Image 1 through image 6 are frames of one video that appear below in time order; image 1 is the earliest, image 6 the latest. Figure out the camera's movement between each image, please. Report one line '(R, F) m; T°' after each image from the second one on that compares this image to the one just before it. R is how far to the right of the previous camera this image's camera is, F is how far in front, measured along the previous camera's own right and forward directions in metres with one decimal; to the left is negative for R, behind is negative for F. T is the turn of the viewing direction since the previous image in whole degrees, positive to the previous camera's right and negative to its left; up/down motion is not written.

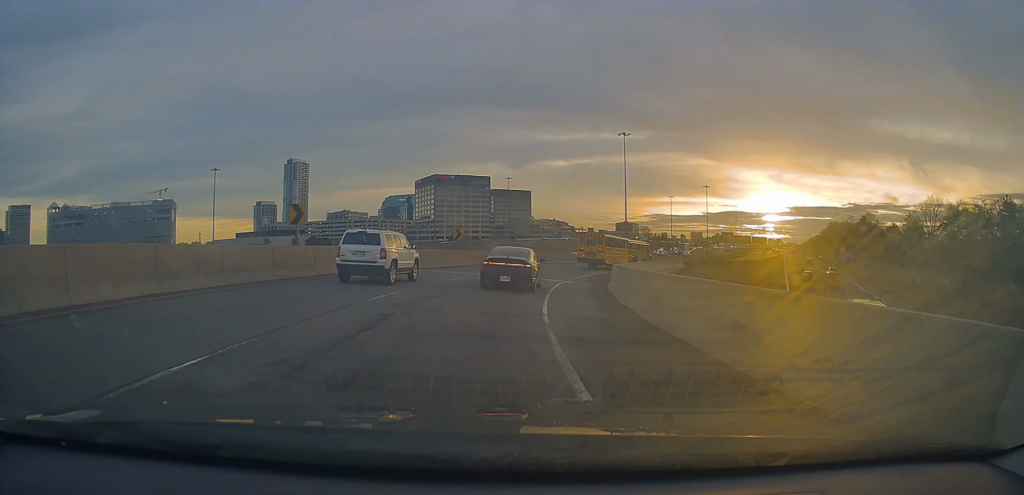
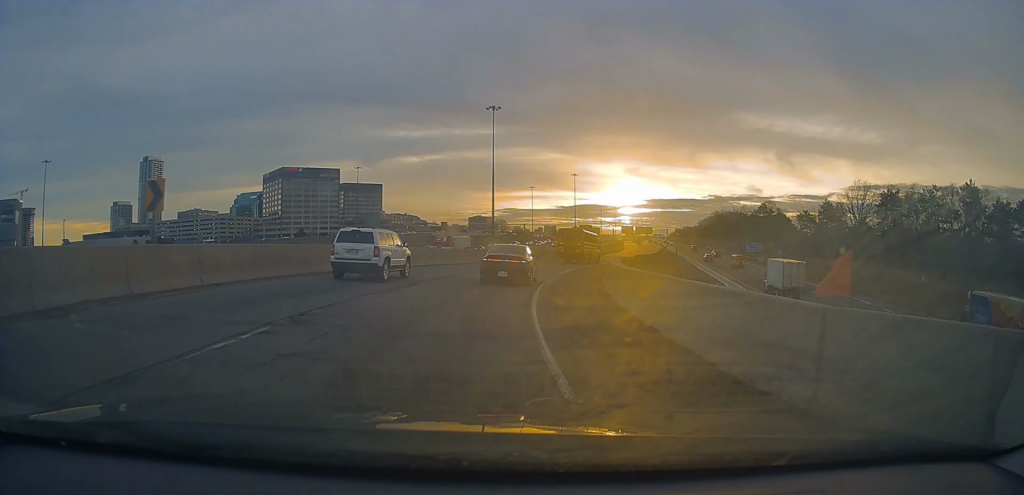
(+3.9, +25.3) m; +16°
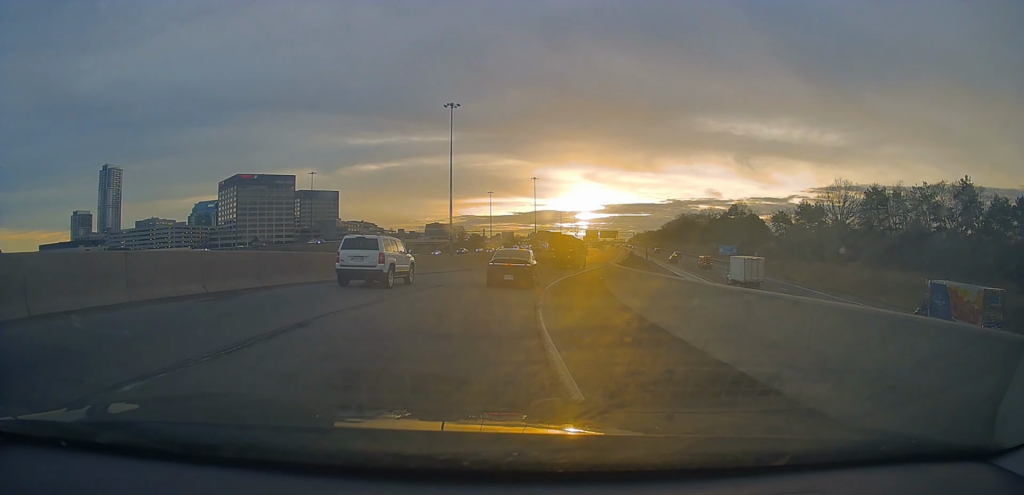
(+0.3, +8.5) m; +3°
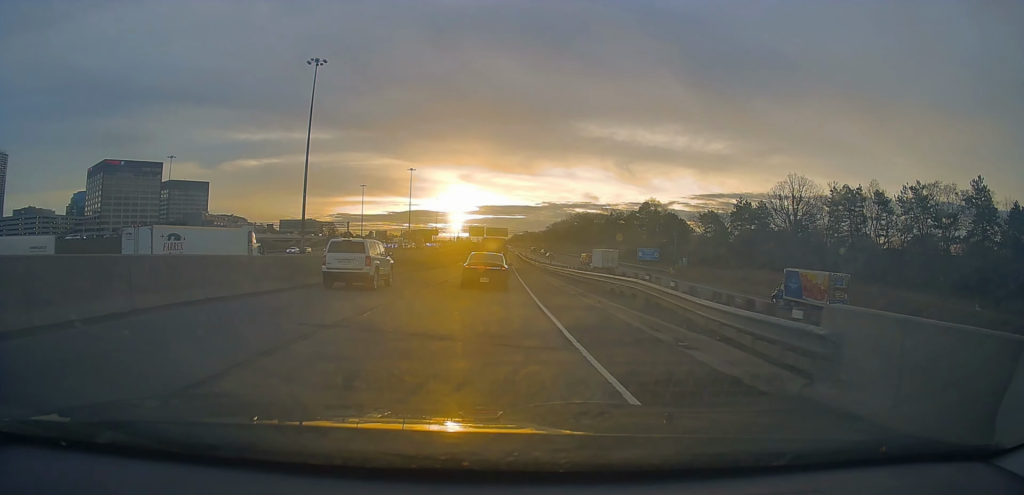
(+2.7, +28.4) m; +11°
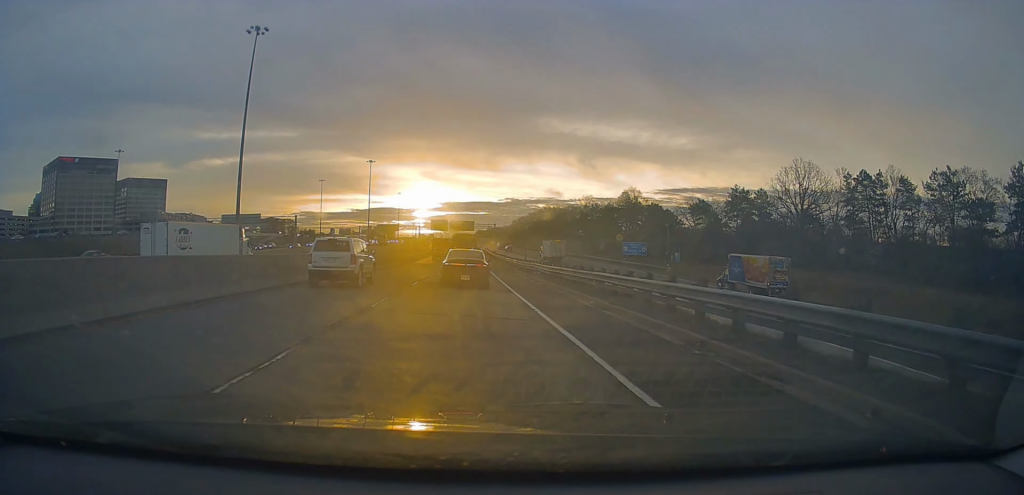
(+0.7, +15.2) m; +4°
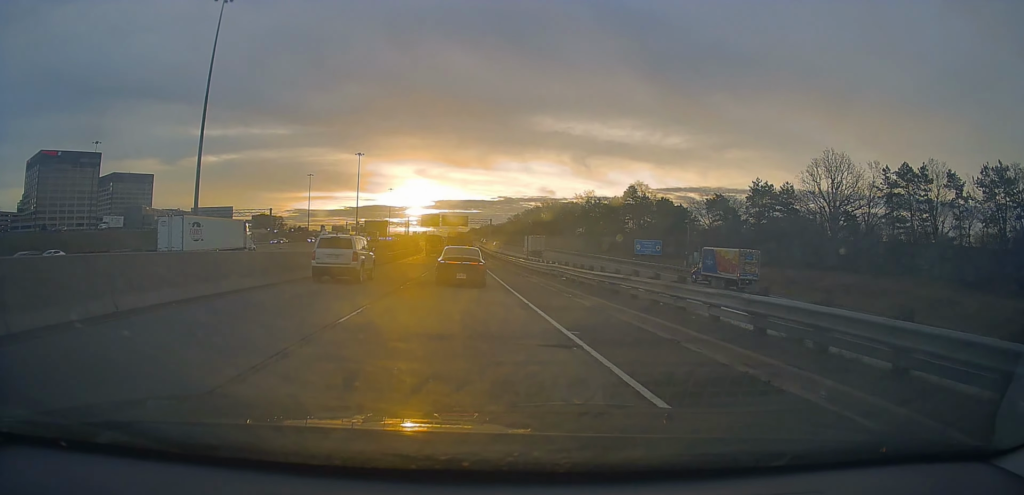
(+0.2, +12.5) m; +2°
